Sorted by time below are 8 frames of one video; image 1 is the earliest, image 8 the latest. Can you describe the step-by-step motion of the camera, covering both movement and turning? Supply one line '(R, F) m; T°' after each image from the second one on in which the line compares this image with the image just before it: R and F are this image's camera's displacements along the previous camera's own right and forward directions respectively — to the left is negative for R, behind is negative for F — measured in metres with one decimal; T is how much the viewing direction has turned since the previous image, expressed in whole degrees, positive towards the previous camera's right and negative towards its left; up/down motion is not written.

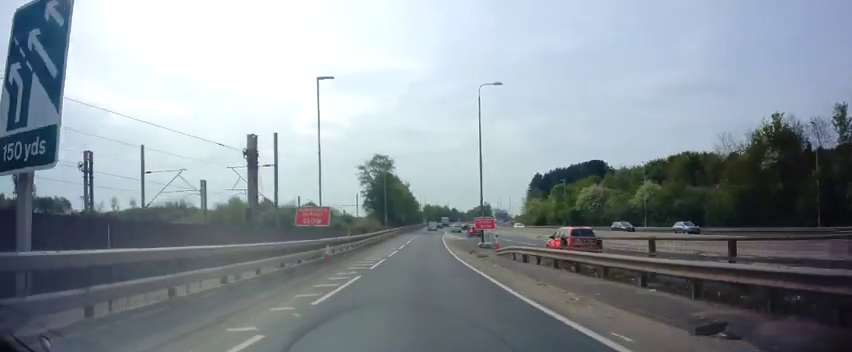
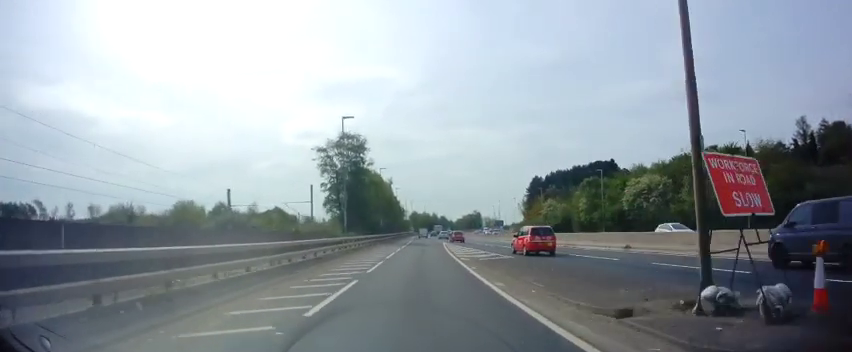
(+0.6, +27.7) m; +2°
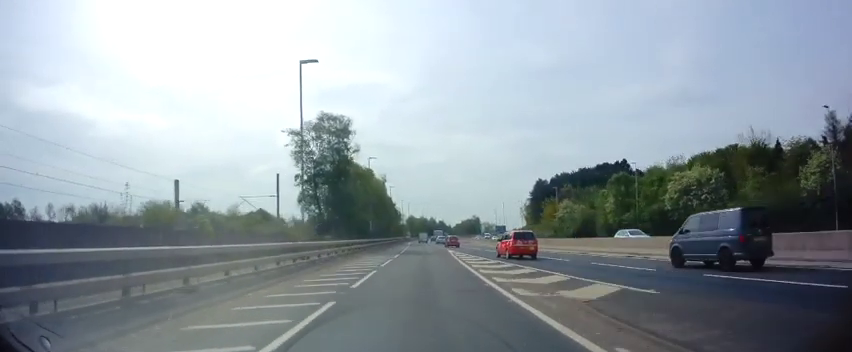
(+0.1, +13.2) m; 0°
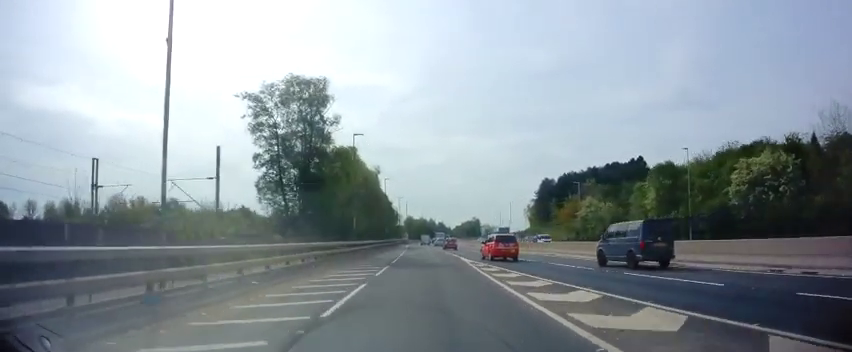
(0.0, +13.6) m; 0°
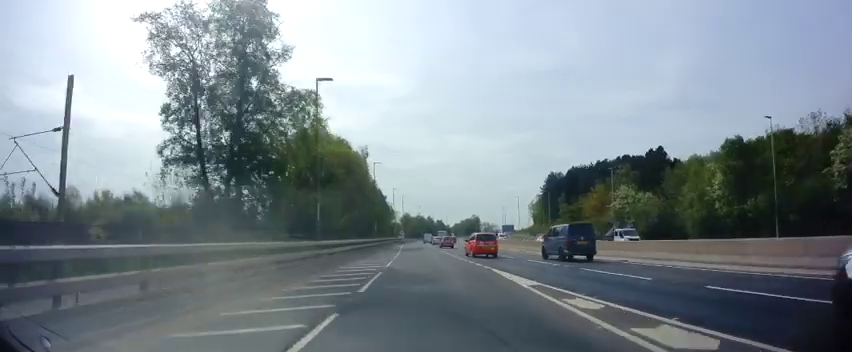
(-0.2, +15.0) m; 0°
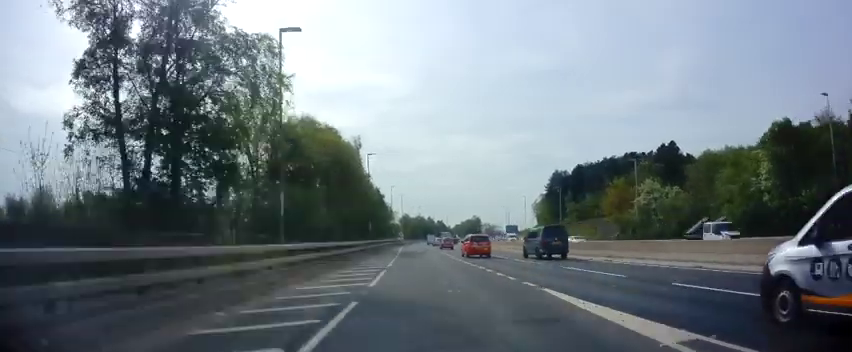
(0.0, +7.6) m; 0°
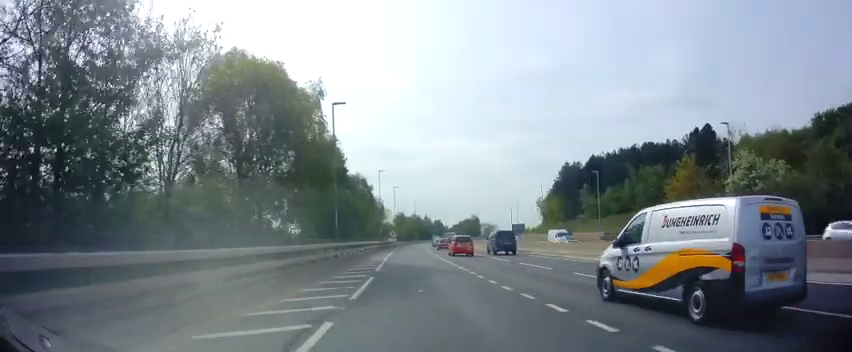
(+0.2, +20.6) m; +1°
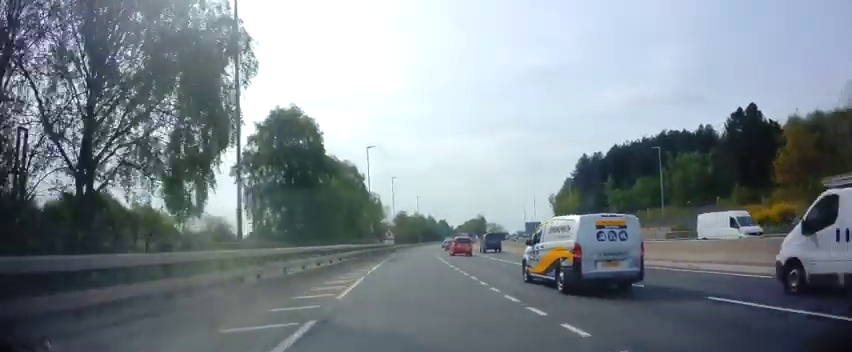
(+0.1, +18.4) m; 0°
